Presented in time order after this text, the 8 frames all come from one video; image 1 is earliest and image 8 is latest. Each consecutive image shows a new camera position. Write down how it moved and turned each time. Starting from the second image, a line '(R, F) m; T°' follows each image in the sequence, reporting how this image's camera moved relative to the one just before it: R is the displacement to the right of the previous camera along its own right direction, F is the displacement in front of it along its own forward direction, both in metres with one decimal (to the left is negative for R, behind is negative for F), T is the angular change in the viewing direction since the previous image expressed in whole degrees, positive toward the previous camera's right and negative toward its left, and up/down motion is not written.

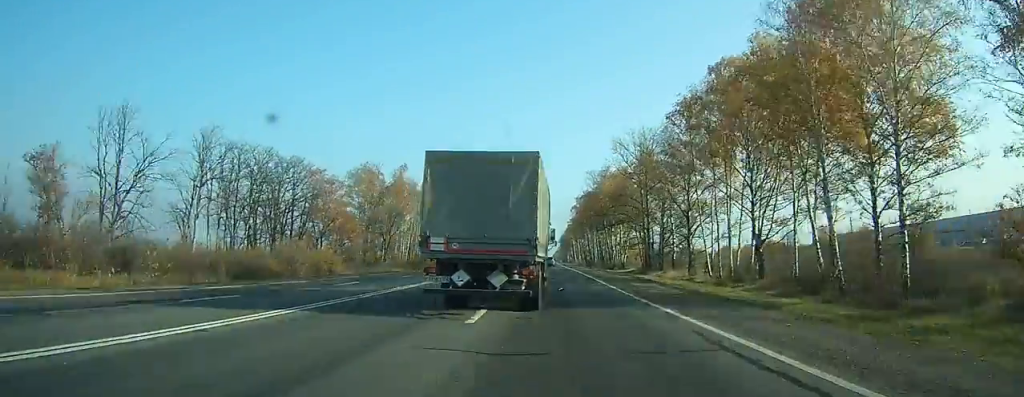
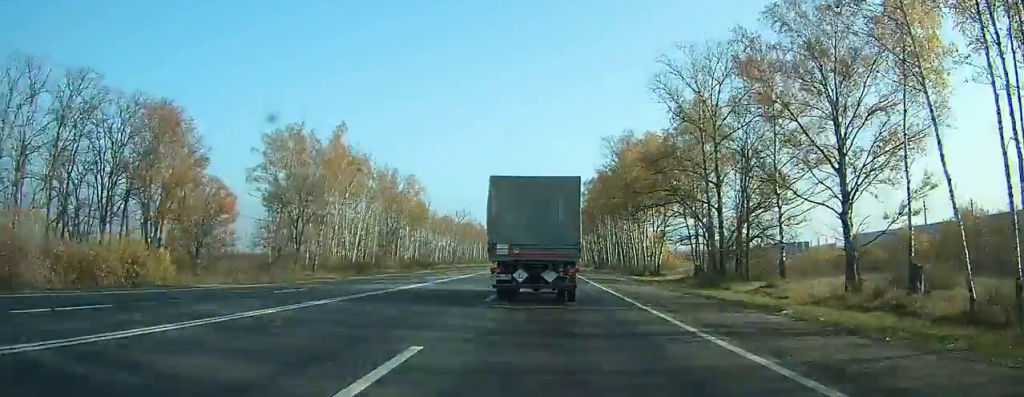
(0.0, +42.0) m; 0°
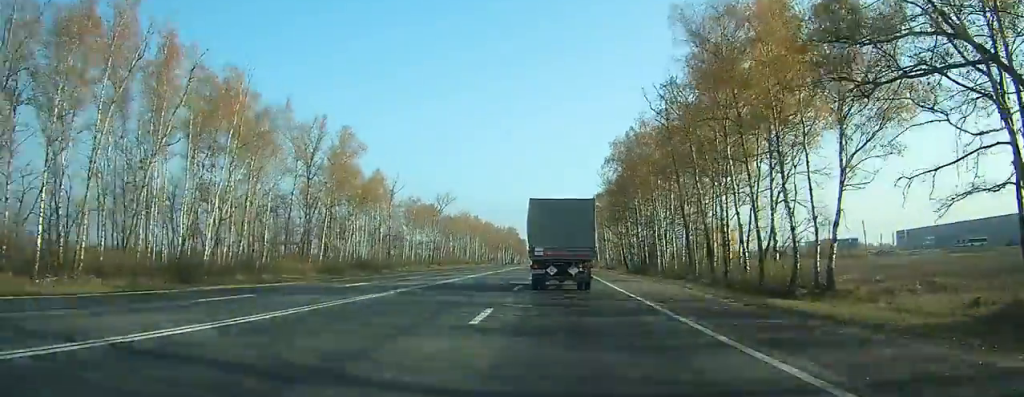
(-0.1, +49.1) m; 0°
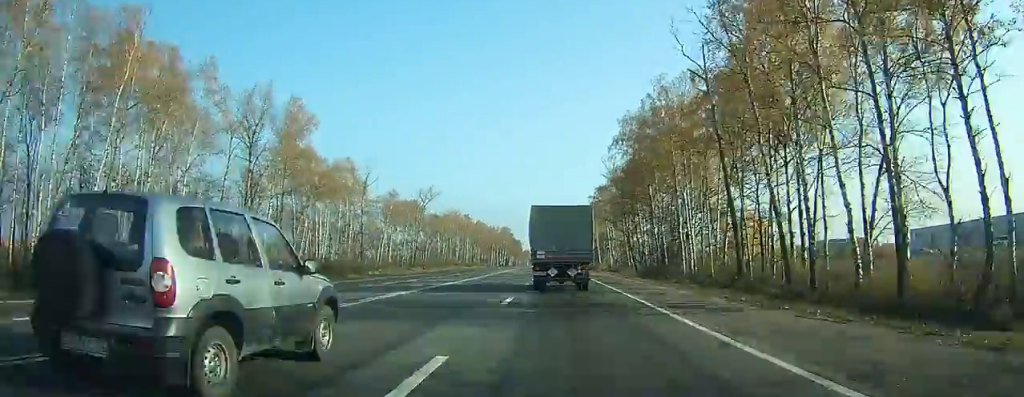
(0.0, +16.8) m; 0°
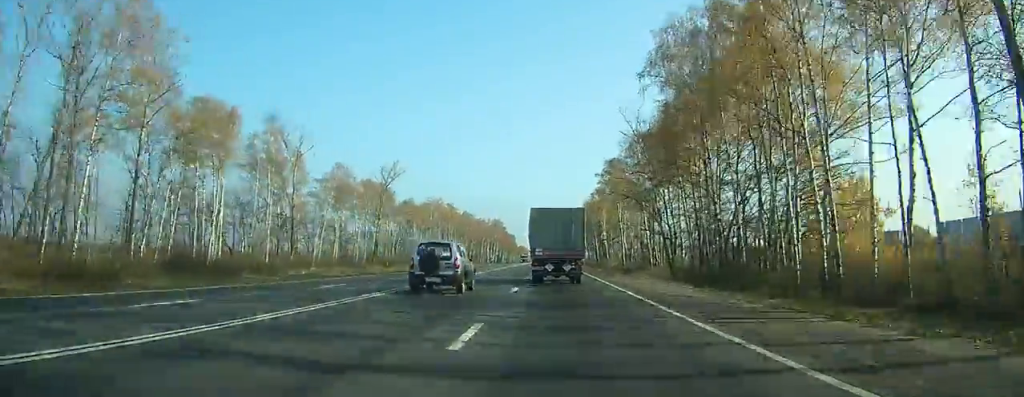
(+0.1, +30.5) m; 0°
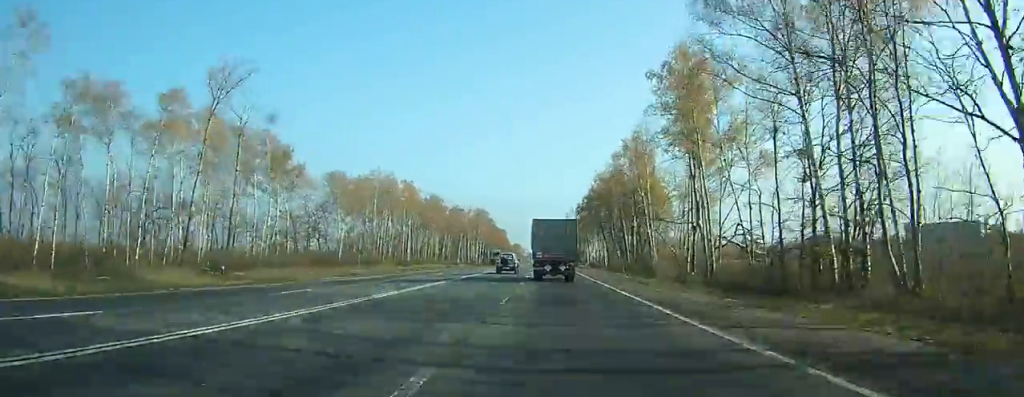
(0.0, +61.9) m; 0°
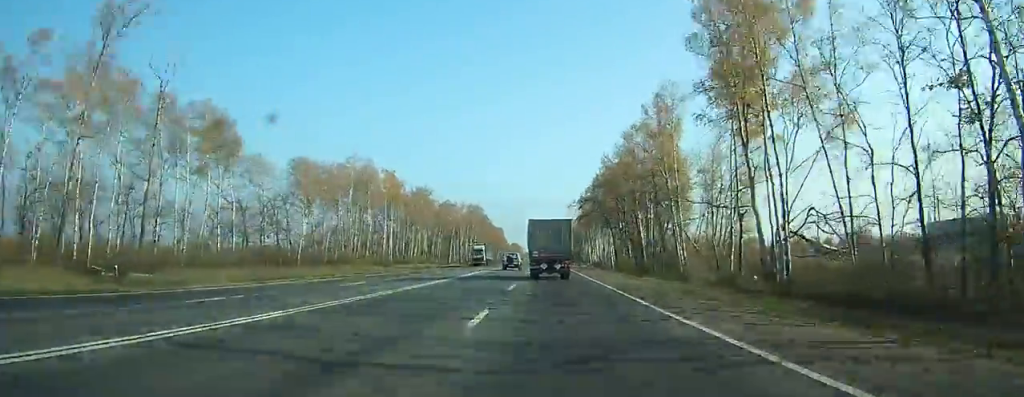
(0.0, +17.0) m; 0°
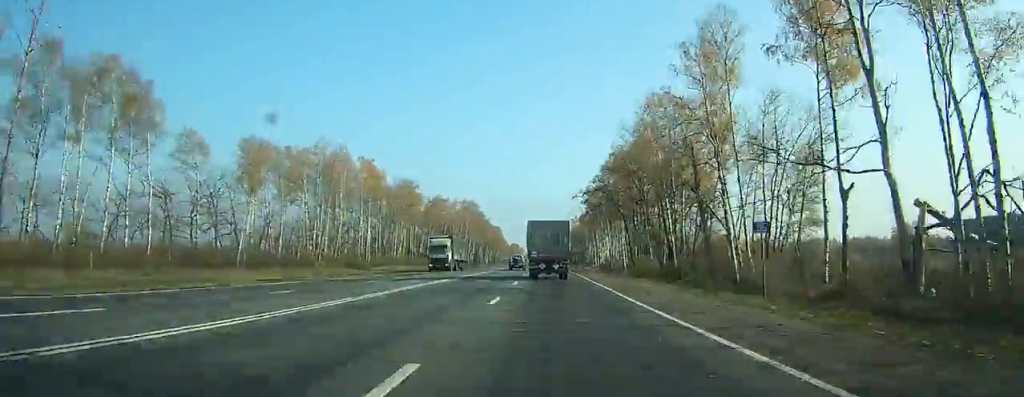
(0.0, +18.5) m; 0°
